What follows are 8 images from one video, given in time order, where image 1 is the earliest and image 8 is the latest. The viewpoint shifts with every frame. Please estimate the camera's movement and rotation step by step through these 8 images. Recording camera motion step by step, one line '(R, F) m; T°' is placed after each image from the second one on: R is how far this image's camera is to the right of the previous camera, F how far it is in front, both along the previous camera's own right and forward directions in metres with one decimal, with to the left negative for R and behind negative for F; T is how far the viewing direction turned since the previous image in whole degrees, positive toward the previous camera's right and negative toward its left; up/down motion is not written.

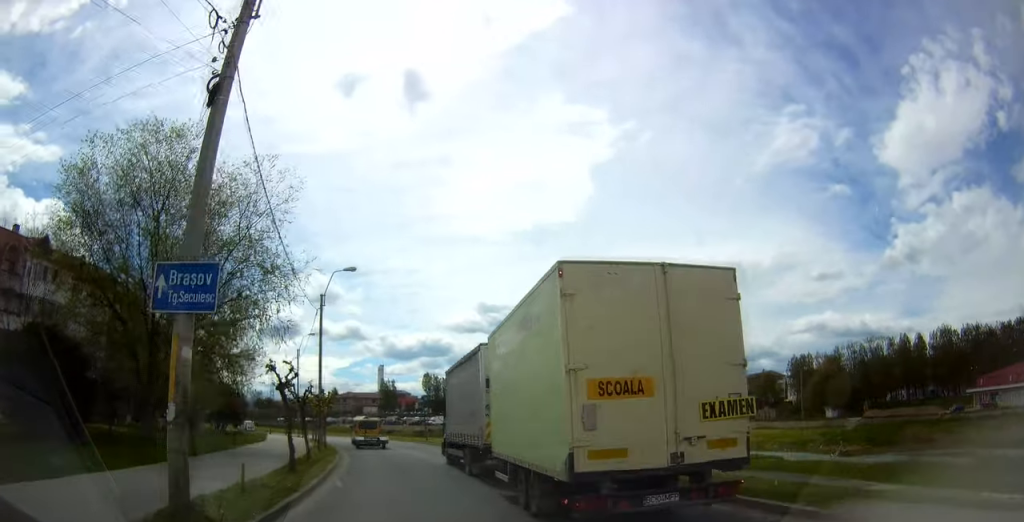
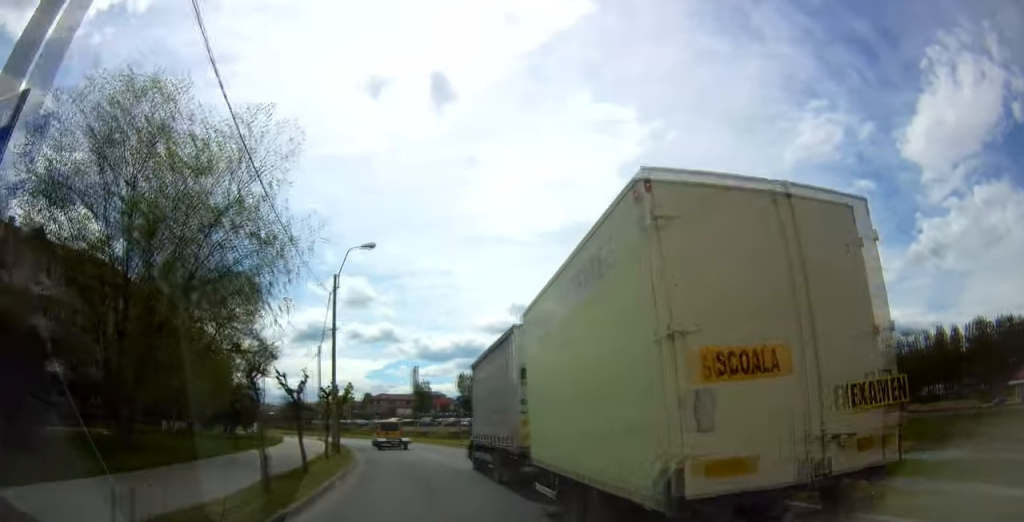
(-0.2, +5.0) m; -1°
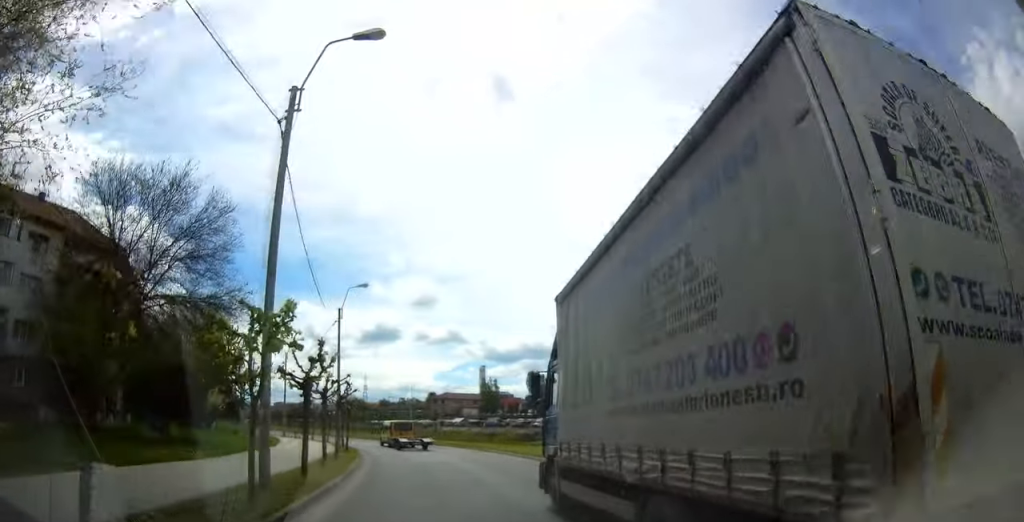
(-0.5, +17.1) m; -6°
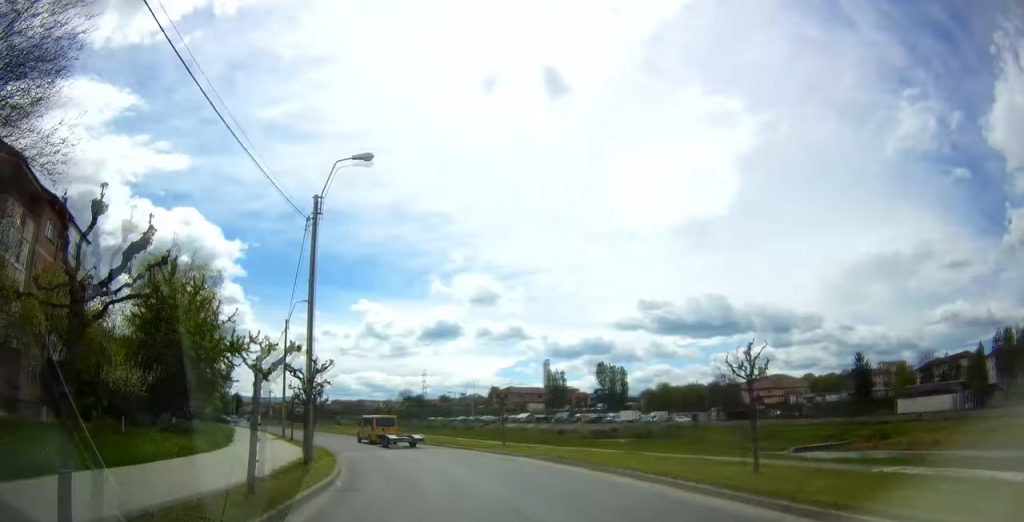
(-1.3, +17.8) m; -8°
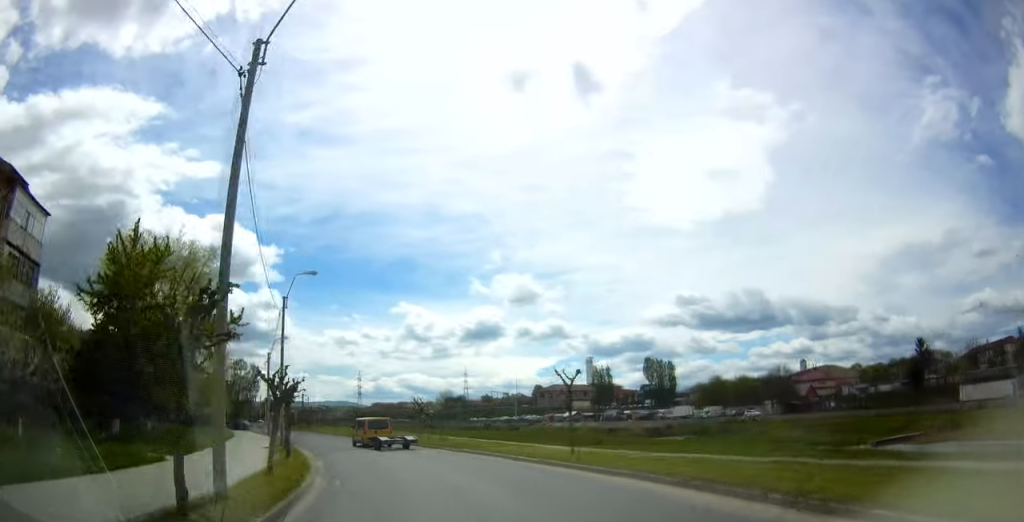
(-0.2, +9.2) m; -6°
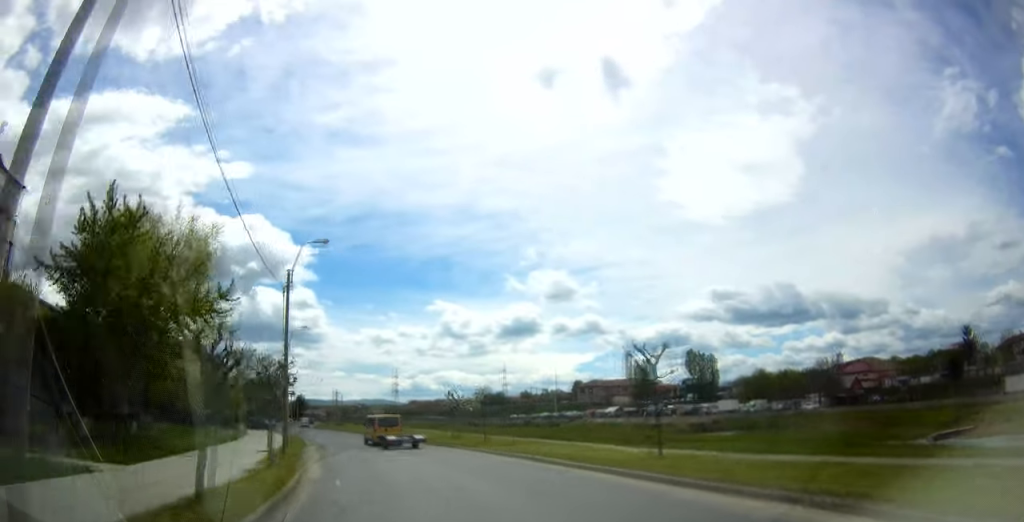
(-0.3, +5.5) m; -4°
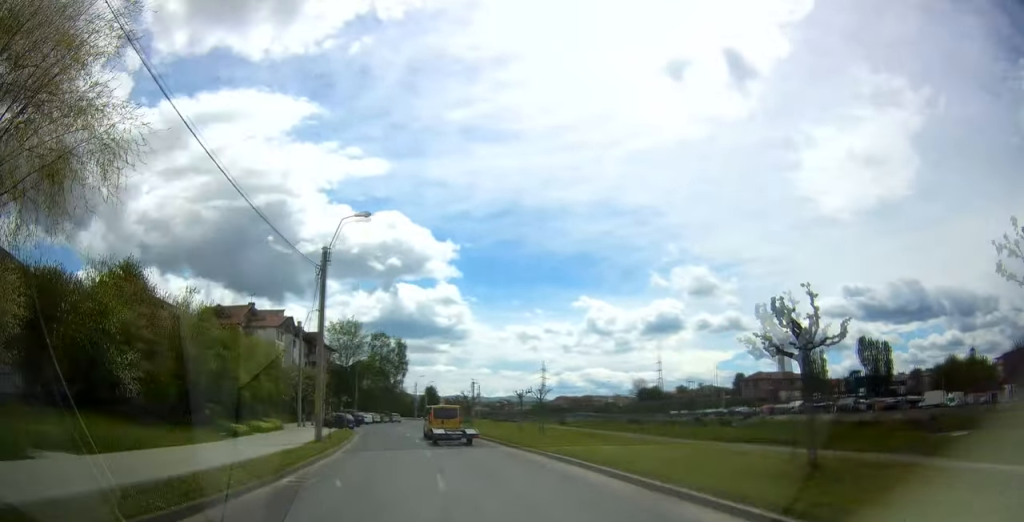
(-3.2, +28.2) m; -10°
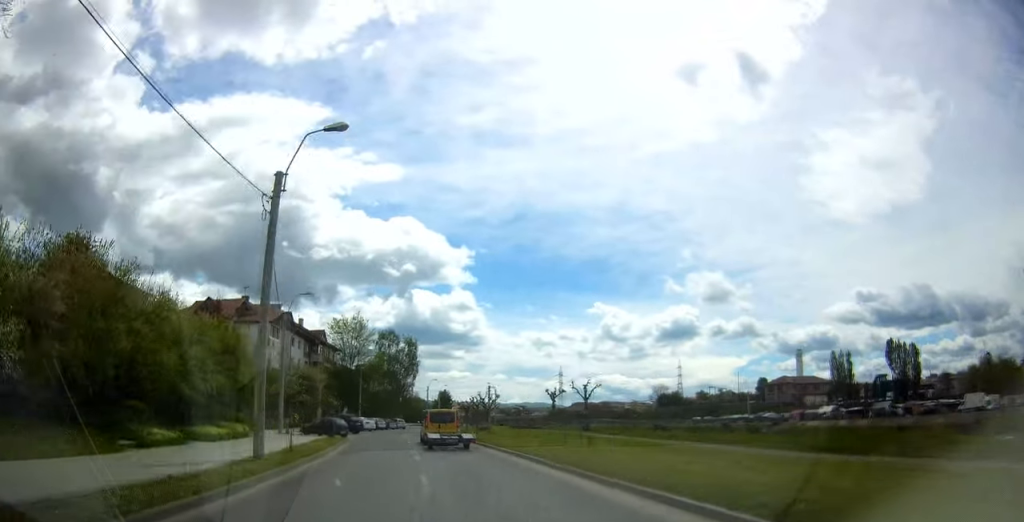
(0.0, +8.9) m; -2°
